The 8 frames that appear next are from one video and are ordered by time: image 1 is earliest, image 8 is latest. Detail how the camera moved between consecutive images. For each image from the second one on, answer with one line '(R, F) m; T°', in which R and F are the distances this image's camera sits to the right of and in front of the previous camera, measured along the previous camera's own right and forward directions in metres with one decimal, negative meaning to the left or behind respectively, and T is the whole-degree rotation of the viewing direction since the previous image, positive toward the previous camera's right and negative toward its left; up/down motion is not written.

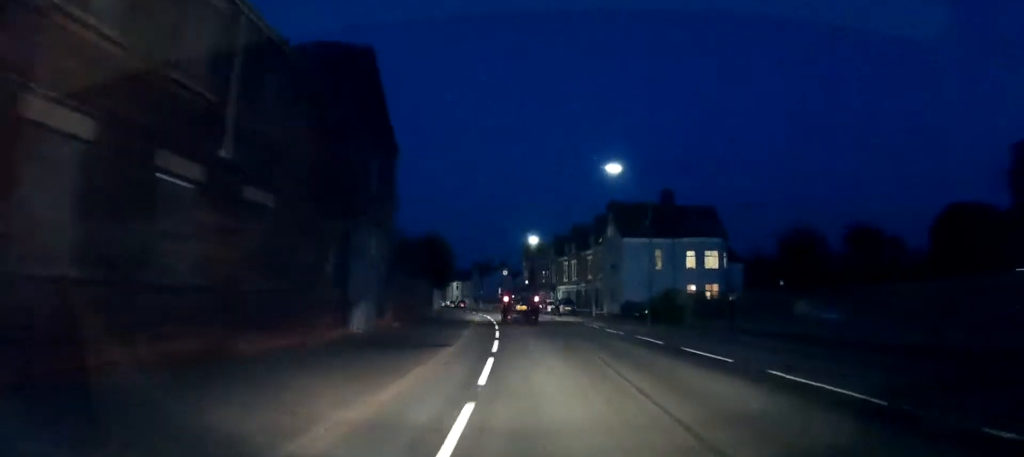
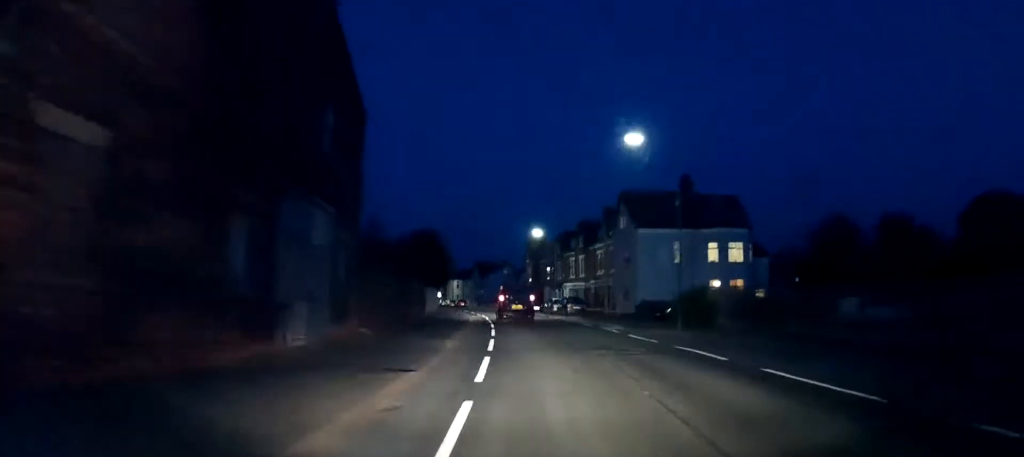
(0.0, +5.8) m; -1°
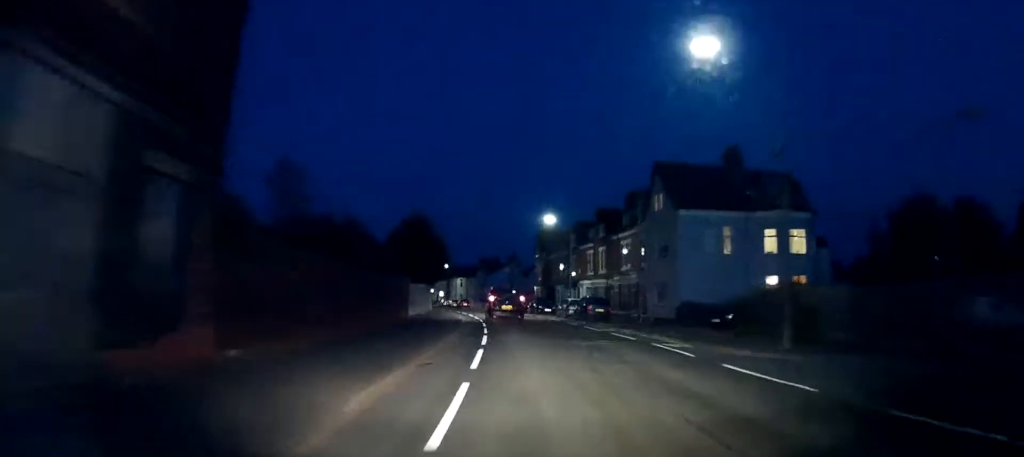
(-0.1, +10.4) m; -2°
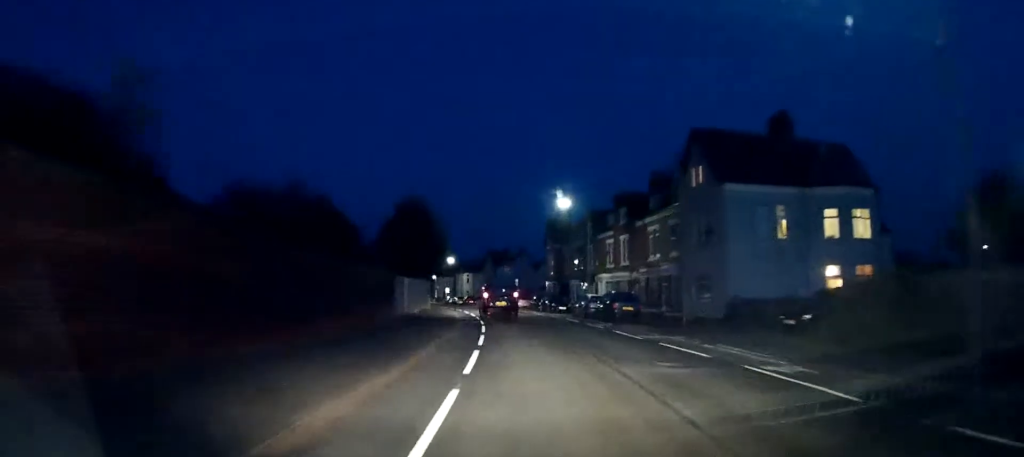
(-0.1, +7.2) m; -1°
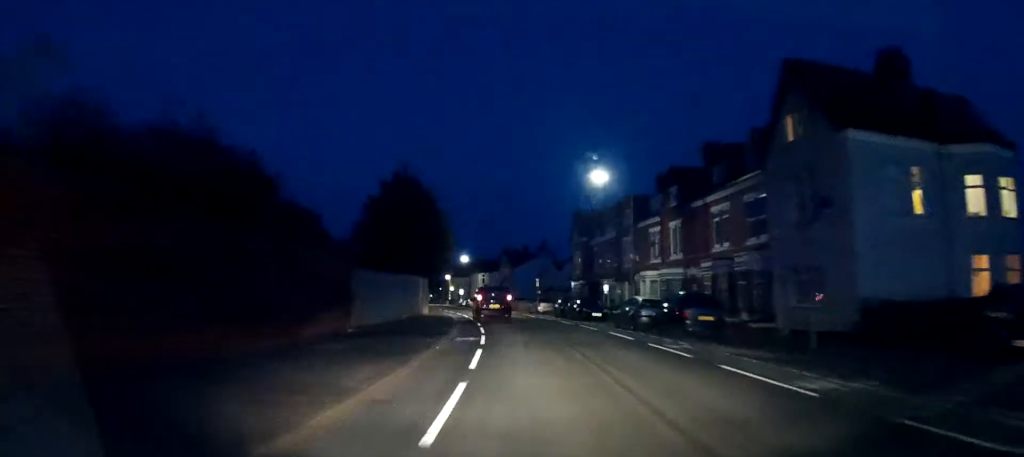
(-0.2, +10.9) m; -2°
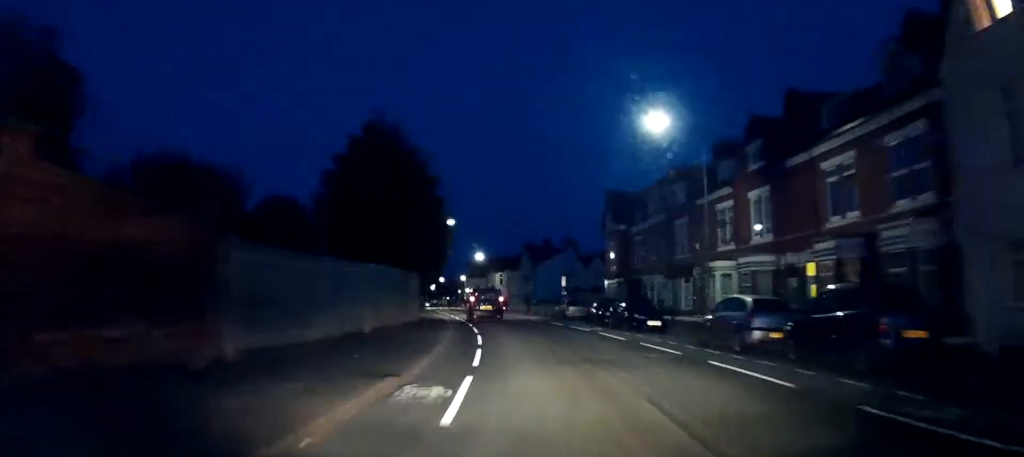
(-0.2, +11.2) m; -2°
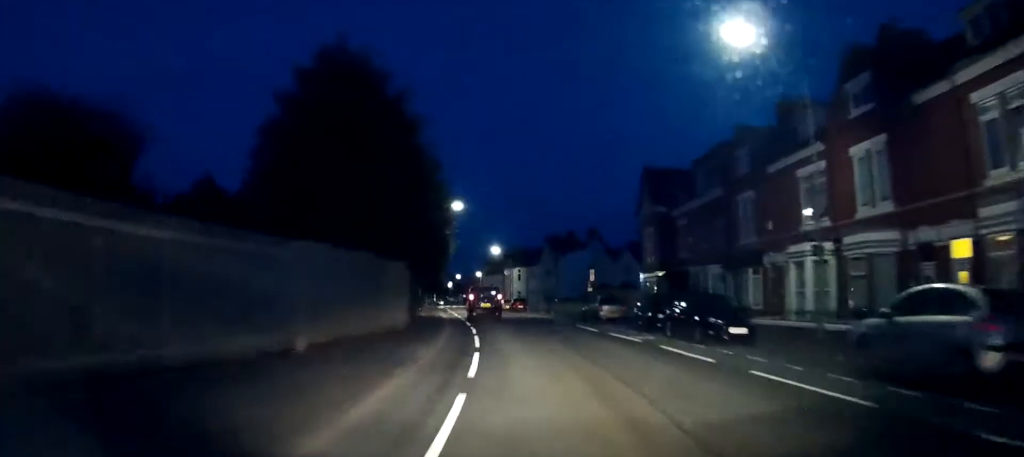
(-0.1, +7.9) m; -2°
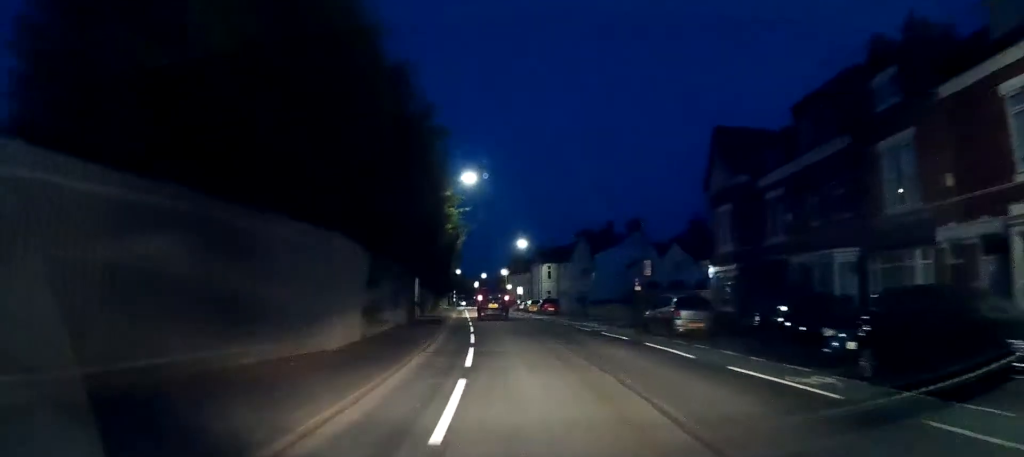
(-0.3, +11.3) m; -2°
